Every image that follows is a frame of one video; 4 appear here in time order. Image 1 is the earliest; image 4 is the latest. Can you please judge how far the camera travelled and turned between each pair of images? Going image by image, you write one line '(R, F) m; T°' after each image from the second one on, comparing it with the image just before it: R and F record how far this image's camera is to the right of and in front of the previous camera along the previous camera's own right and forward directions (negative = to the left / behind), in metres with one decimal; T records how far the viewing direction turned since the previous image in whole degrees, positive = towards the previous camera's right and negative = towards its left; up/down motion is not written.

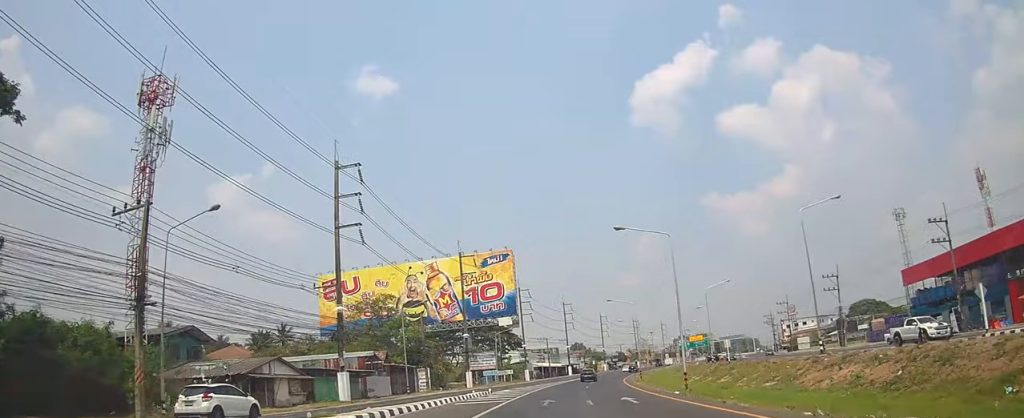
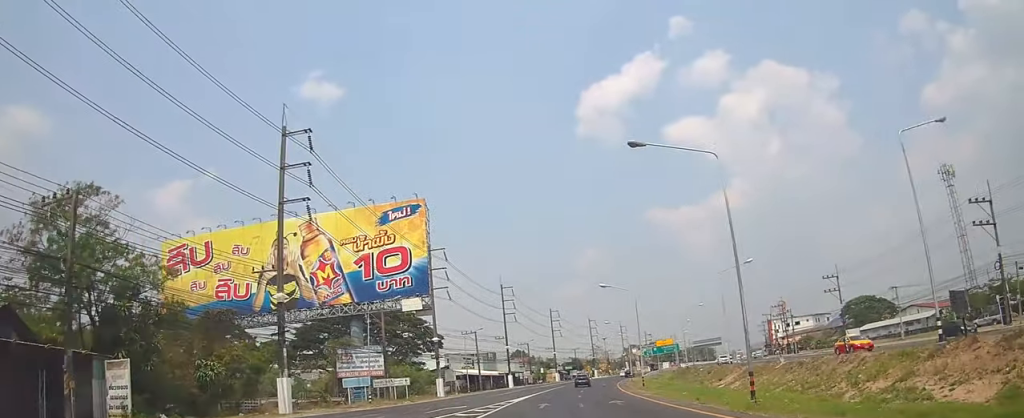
(+3.7, +48.4) m; +7°
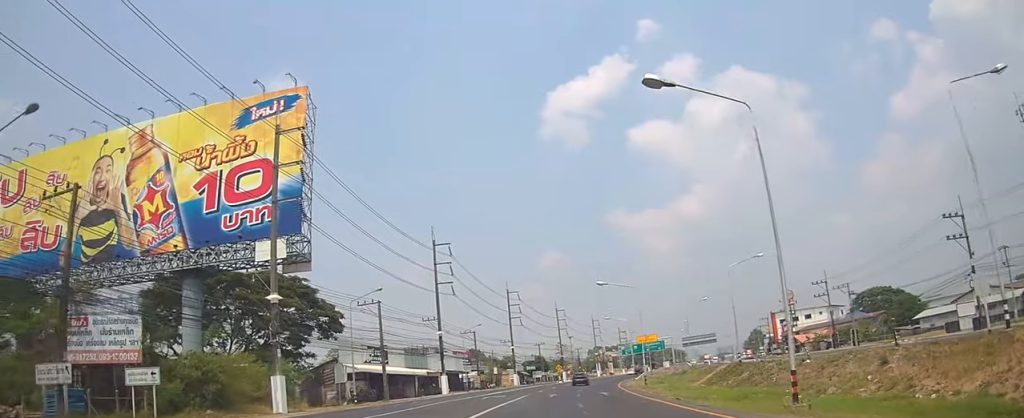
(+1.0, +37.1) m; +3°
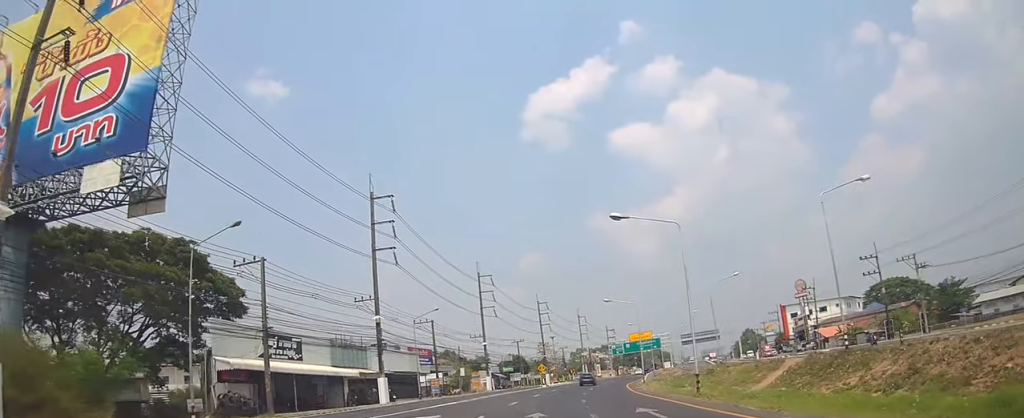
(+1.0, +20.8) m; +4°
